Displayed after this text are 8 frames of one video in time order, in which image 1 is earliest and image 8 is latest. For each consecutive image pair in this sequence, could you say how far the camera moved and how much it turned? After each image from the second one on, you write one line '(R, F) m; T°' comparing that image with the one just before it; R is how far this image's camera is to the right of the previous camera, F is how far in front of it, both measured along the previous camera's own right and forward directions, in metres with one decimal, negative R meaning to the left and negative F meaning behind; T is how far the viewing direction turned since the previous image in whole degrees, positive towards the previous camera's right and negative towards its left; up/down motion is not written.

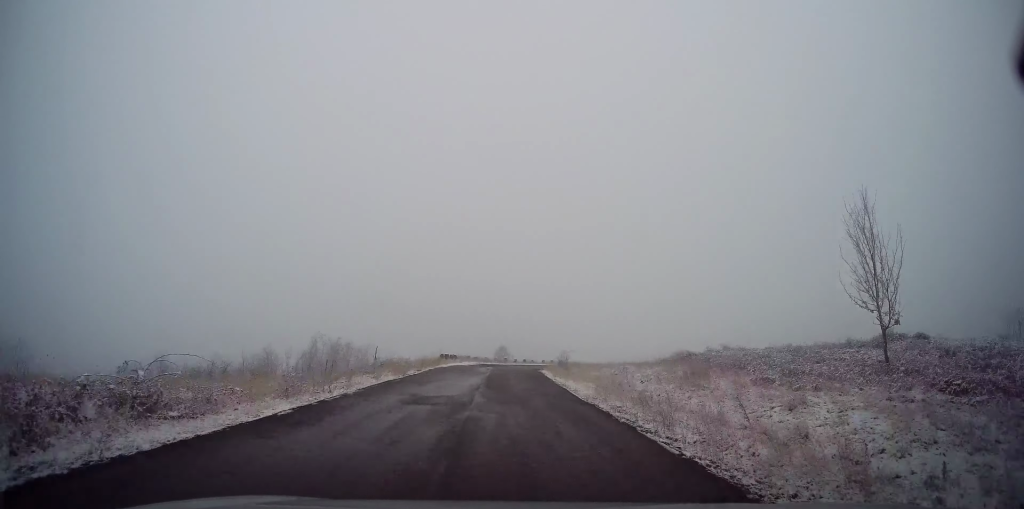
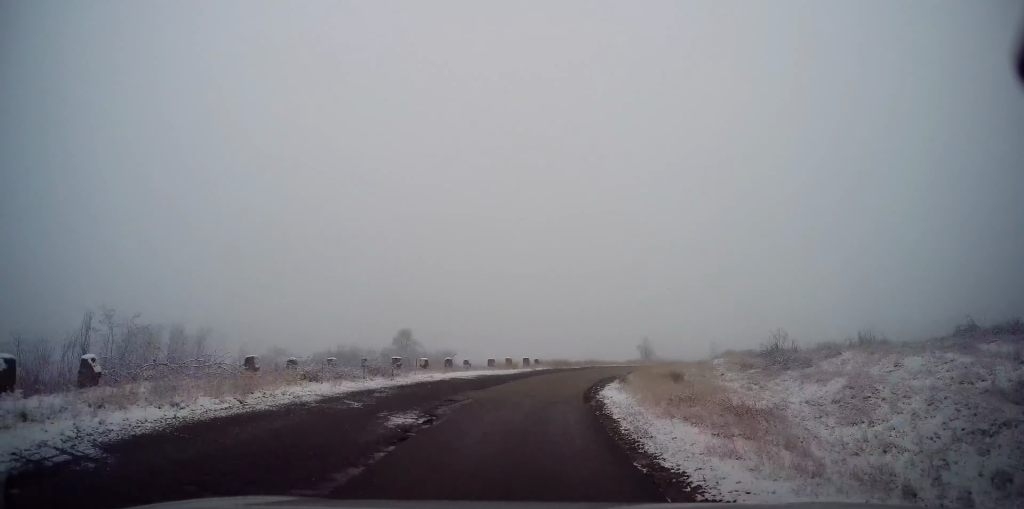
(+0.5, +37.7) m; +10°
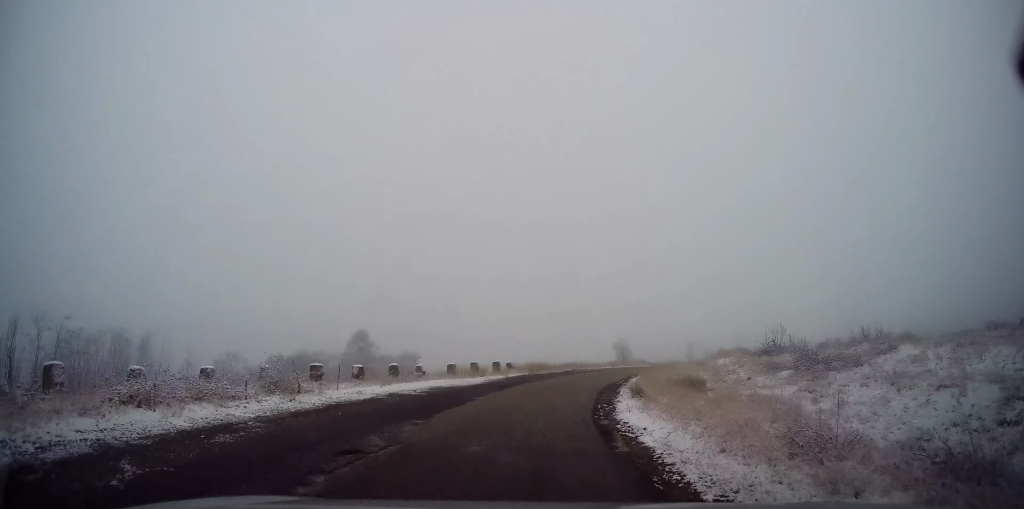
(+0.2, +6.0) m; +4°
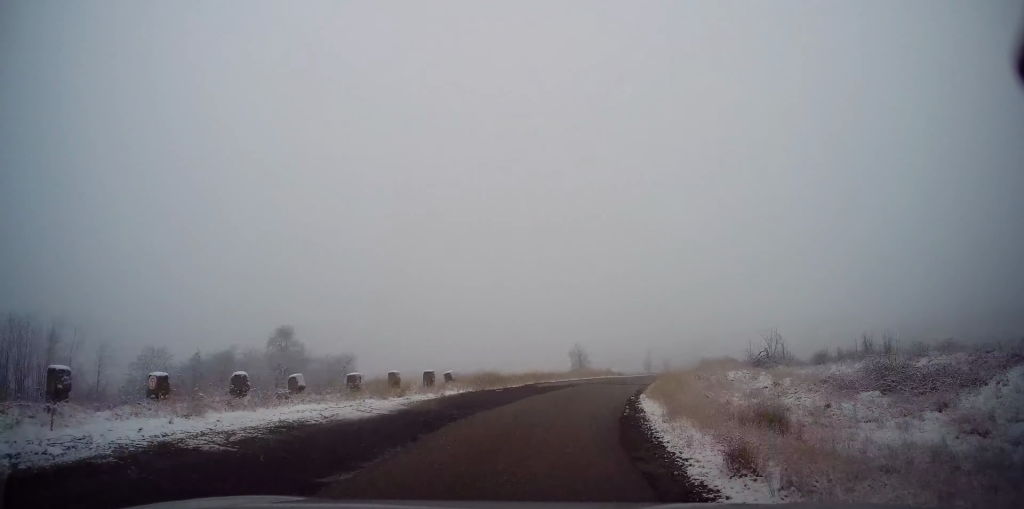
(+0.4, +8.1) m; +6°
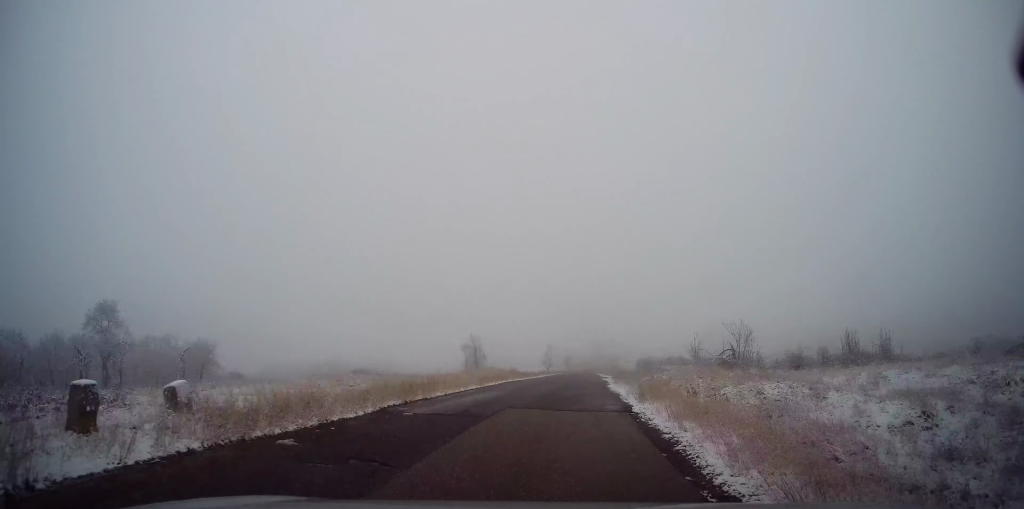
(+0.8, +11.7) m; +9°
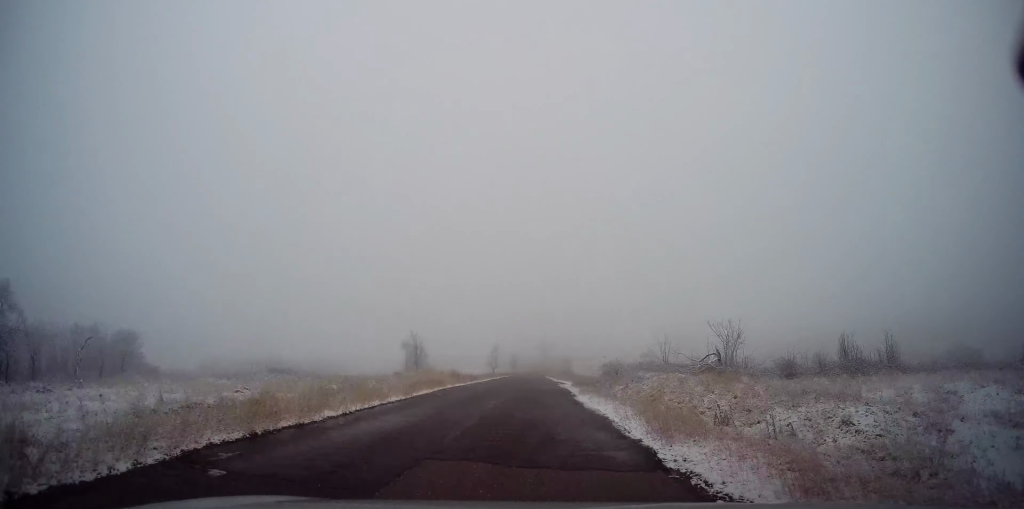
(+0.2, +5.6) m; +4°
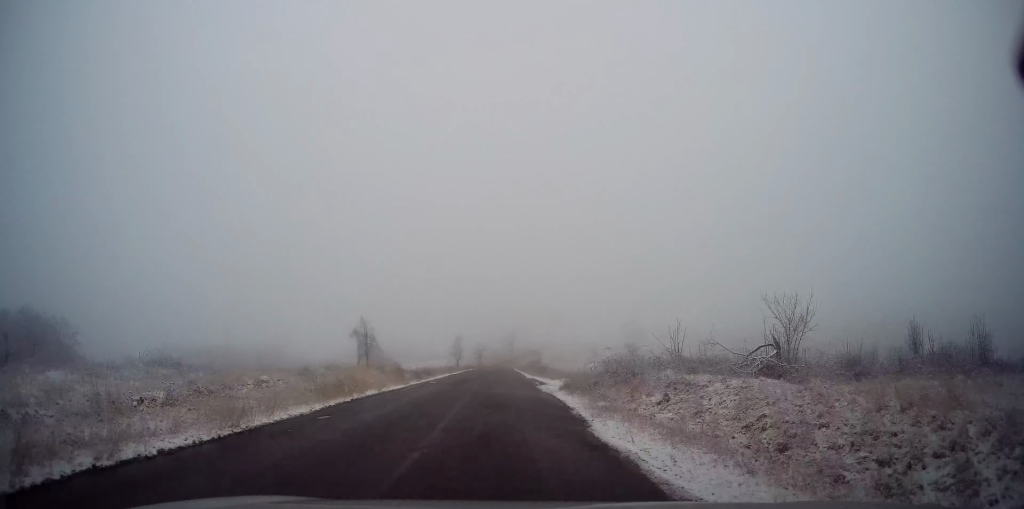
(+0.6, +9.4) m; +4°
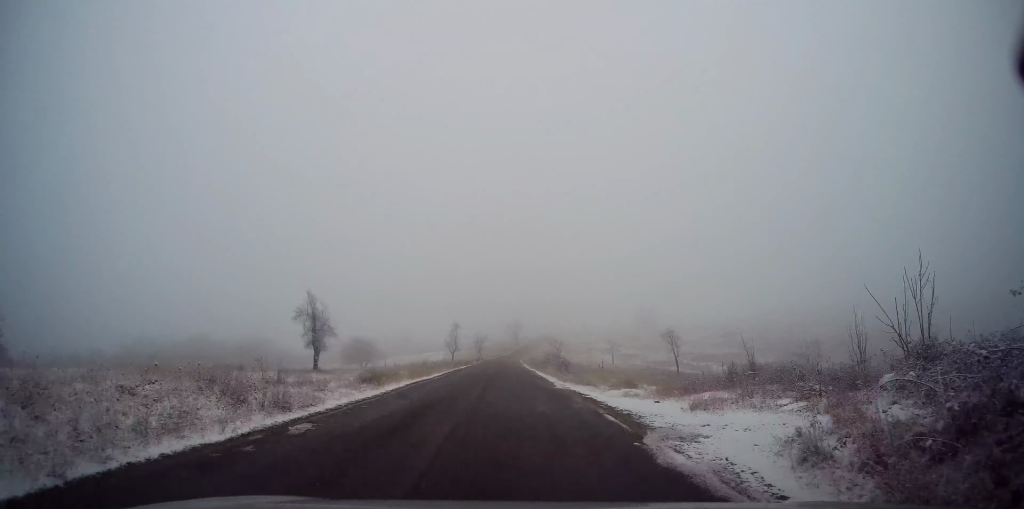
(+0.6, +17.4) m; +2°
